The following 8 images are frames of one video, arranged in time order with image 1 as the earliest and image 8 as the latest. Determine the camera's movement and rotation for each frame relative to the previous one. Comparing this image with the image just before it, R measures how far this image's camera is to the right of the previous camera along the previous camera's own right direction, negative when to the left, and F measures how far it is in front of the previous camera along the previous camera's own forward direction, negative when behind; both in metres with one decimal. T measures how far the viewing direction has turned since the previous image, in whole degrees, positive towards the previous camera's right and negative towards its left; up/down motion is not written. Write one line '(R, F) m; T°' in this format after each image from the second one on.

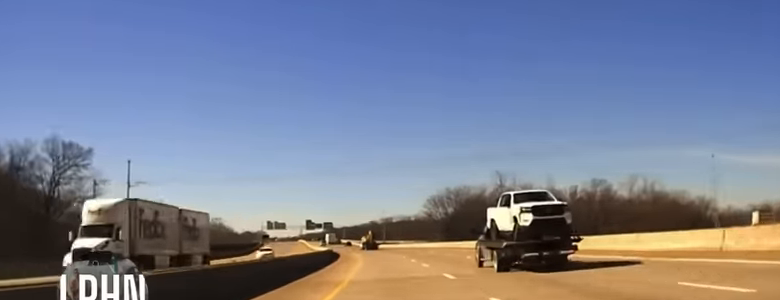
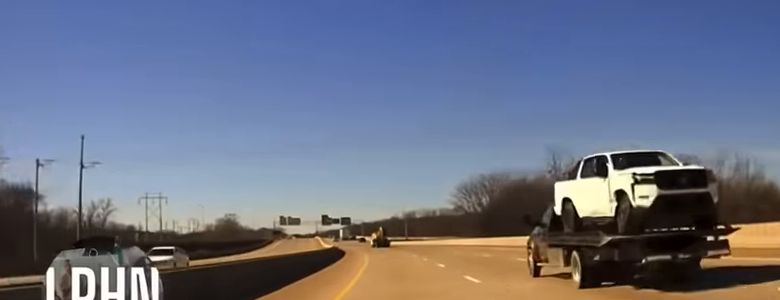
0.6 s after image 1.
(-0.5, +28.3) m; -2°
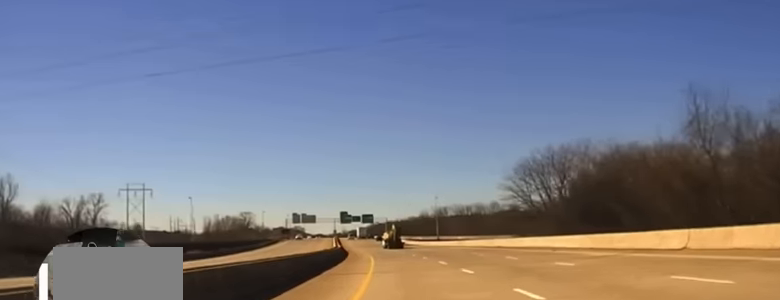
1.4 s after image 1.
(-0.9, +43.0) m; -2°
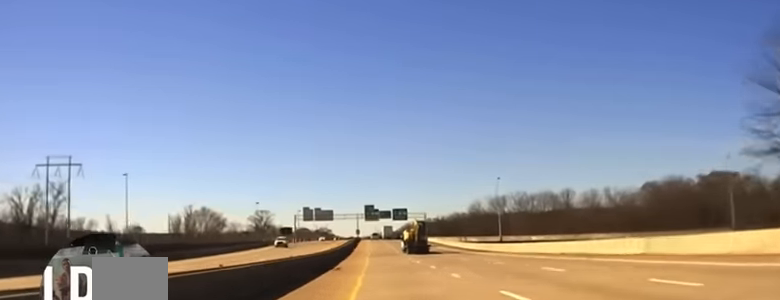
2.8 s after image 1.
(-2.3, +70.8) m; -3°
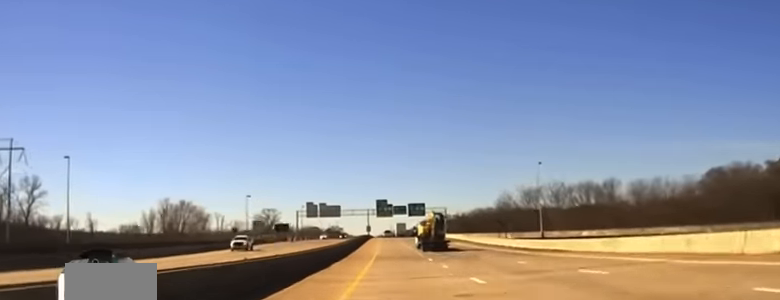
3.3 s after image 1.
(-0.2, +29.8) m; -1°
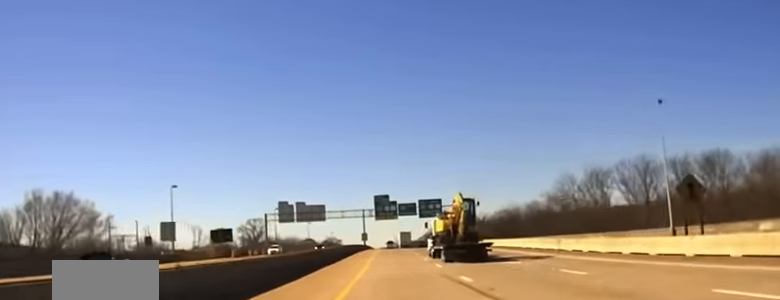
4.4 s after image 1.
(-0.6, +60.1) m; -1°
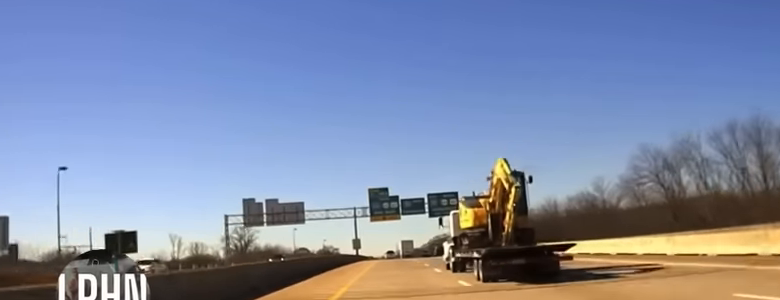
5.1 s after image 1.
(-0.1, +36.9) m; 0°
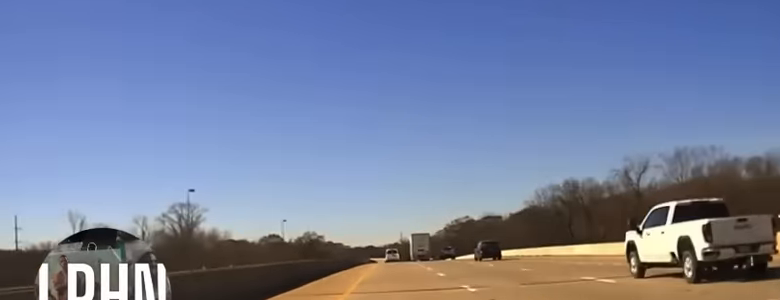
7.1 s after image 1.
(-0.6, +109.9) m; 0°
